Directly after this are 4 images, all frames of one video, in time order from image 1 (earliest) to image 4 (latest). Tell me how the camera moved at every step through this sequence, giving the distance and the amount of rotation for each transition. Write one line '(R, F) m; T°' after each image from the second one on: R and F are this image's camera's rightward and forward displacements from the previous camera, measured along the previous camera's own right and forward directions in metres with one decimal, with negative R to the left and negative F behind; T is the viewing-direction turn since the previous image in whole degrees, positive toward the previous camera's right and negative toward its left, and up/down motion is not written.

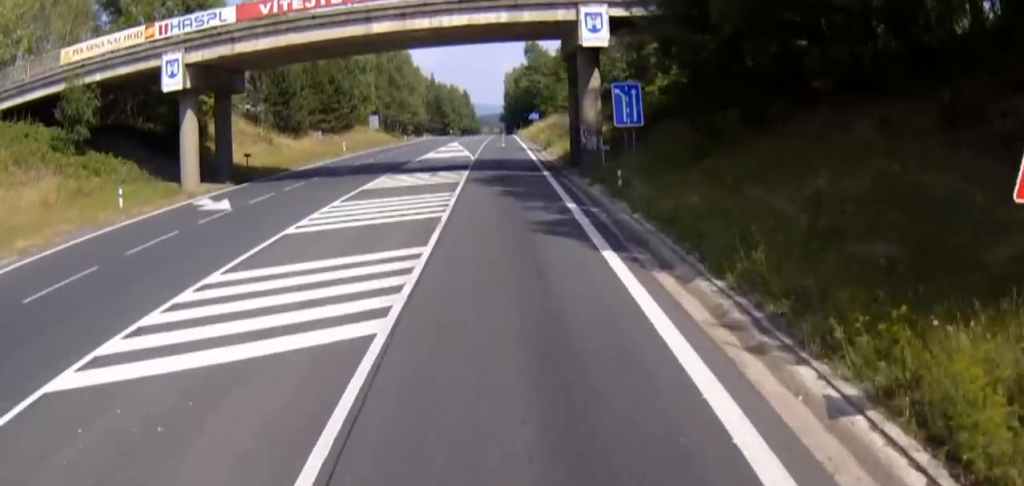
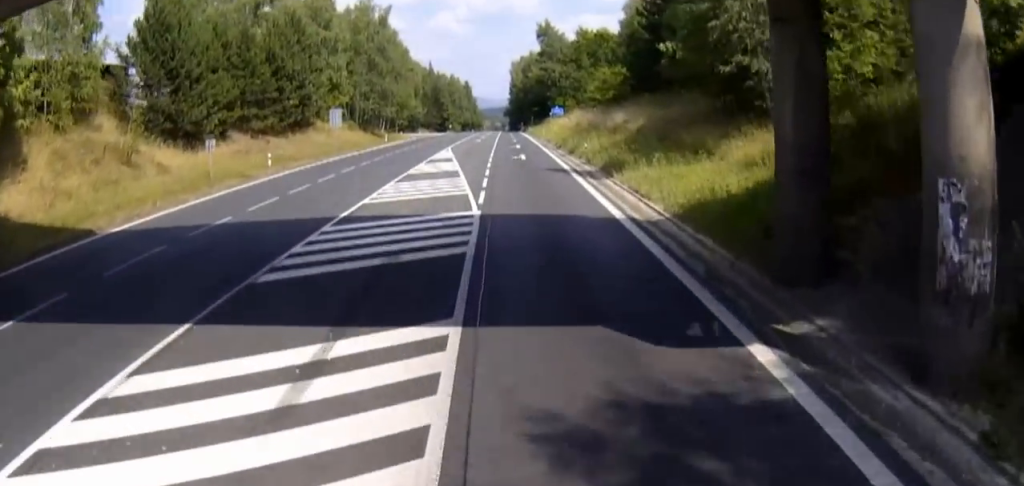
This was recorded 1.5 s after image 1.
(+0.5, +24.1) m; +1°
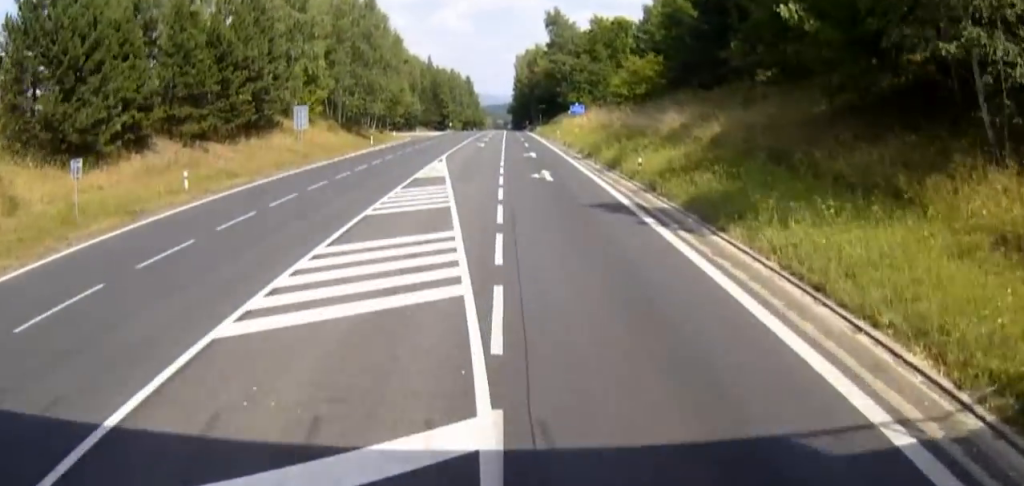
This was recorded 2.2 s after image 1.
(0.0, +12.2) m; 0°
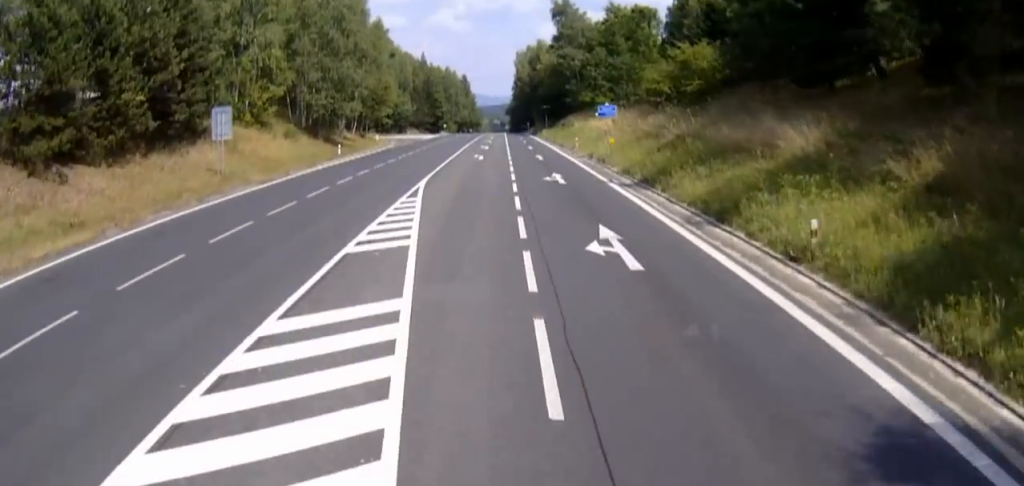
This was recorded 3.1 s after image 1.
(+0.1, +14.0) m; 0°
